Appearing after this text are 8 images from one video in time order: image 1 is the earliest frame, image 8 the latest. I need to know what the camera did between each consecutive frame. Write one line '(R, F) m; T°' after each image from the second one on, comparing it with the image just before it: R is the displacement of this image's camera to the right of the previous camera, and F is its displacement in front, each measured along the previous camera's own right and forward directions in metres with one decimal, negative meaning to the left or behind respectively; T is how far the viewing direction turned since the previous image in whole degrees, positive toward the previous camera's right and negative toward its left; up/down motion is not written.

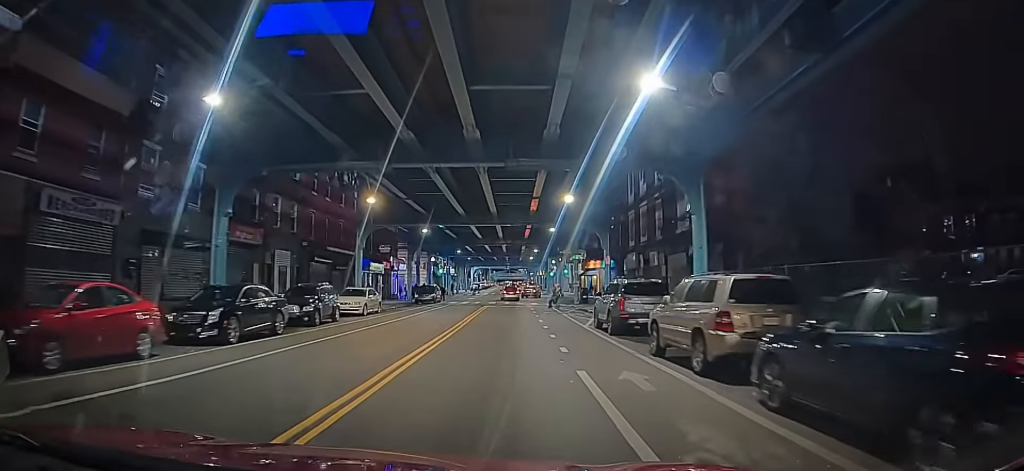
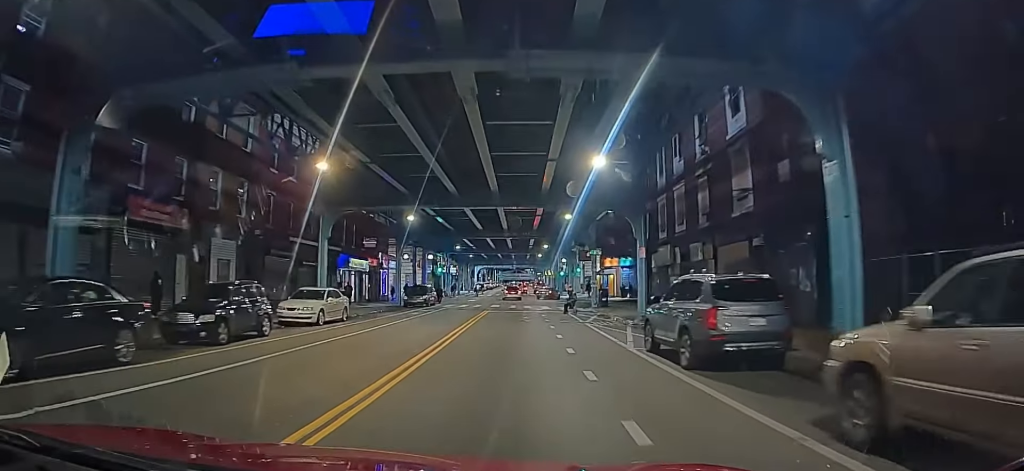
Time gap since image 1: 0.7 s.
(0.0, +6.1) m; -1°
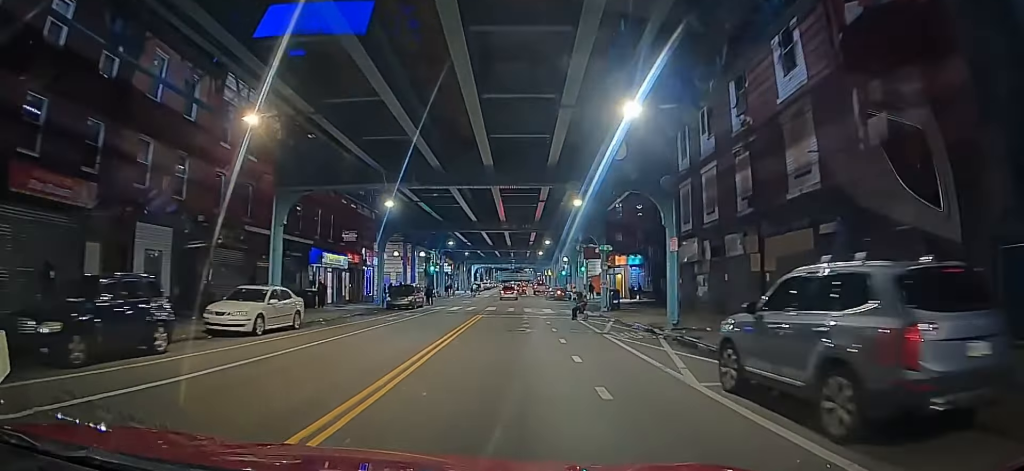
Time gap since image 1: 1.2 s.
(0.0, +4.1) m; -1°
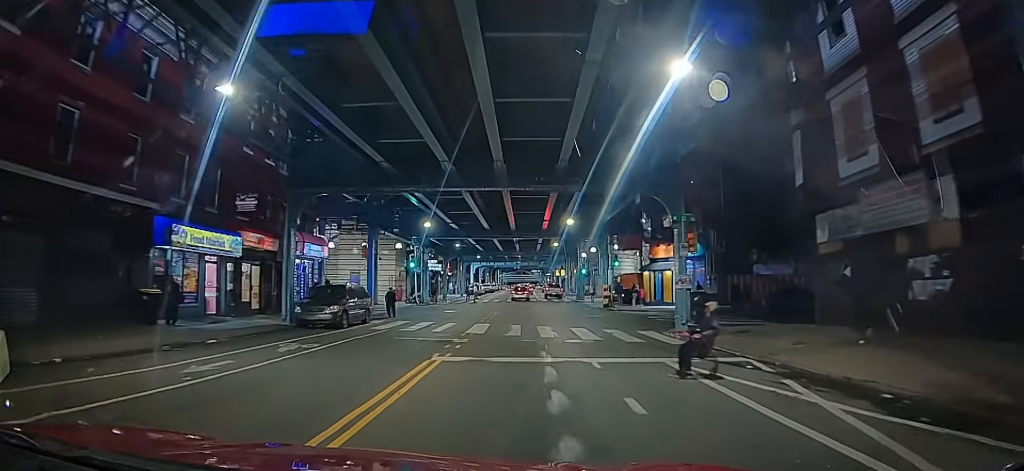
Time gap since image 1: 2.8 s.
(-0.3, +12.8) m; -1°
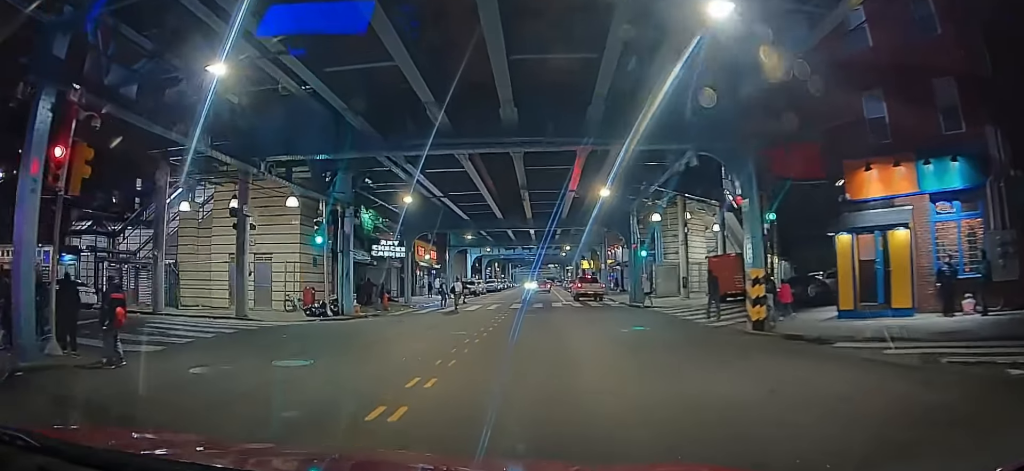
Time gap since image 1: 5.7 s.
(-0.3, +19.5) m; -9°
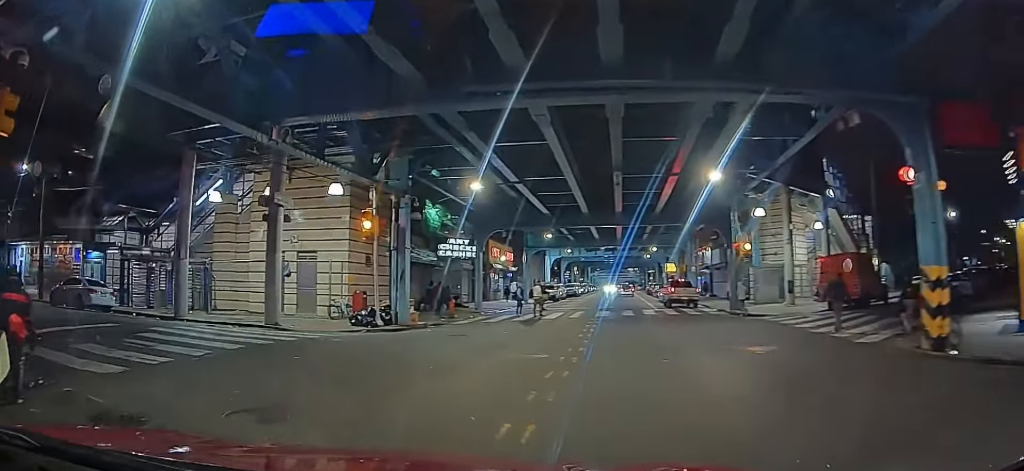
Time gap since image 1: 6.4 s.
(0.0, +2.7) m; -8°
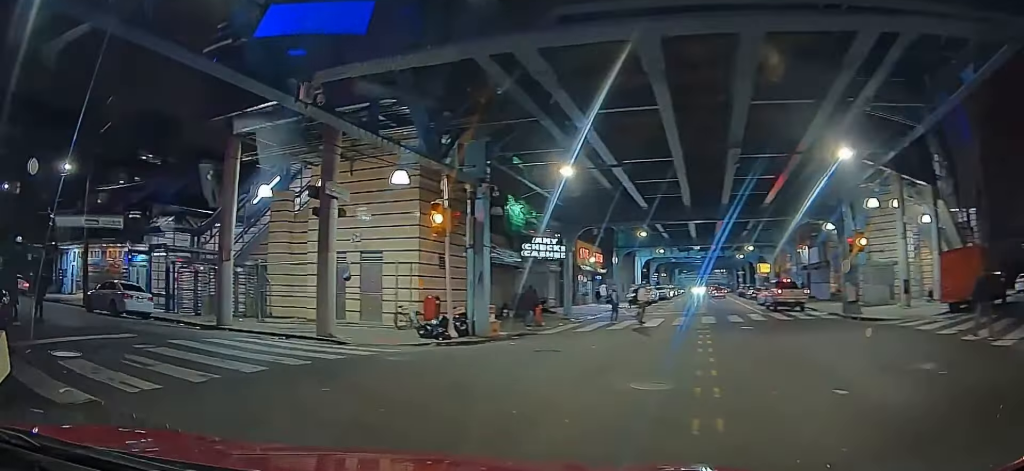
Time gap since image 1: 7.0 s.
(-0.3, +1.8) m; -9°
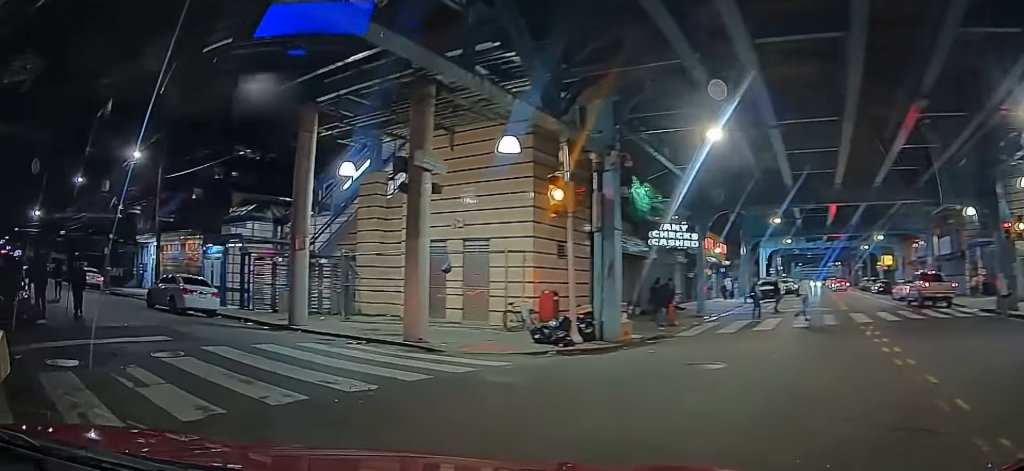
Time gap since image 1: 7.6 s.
(-0.2, +2.2) m; -7°
